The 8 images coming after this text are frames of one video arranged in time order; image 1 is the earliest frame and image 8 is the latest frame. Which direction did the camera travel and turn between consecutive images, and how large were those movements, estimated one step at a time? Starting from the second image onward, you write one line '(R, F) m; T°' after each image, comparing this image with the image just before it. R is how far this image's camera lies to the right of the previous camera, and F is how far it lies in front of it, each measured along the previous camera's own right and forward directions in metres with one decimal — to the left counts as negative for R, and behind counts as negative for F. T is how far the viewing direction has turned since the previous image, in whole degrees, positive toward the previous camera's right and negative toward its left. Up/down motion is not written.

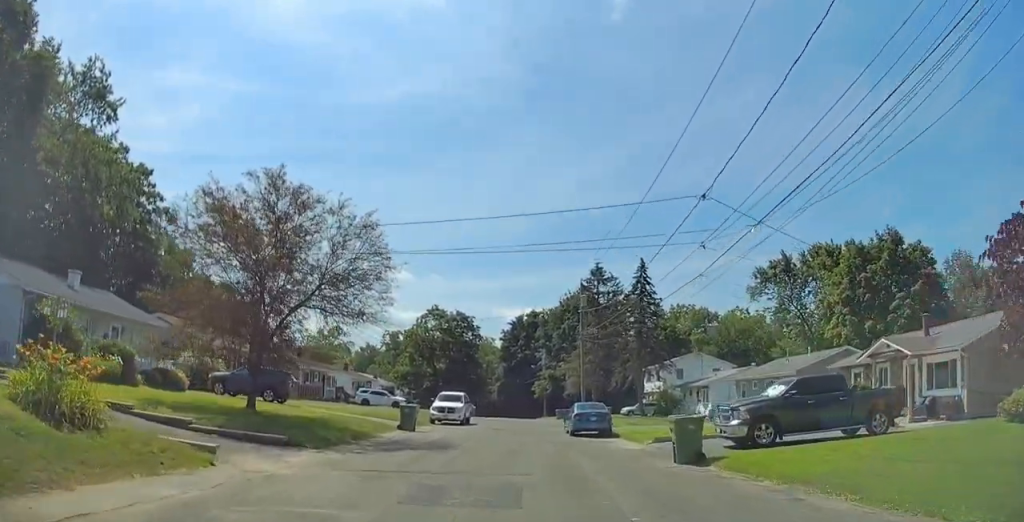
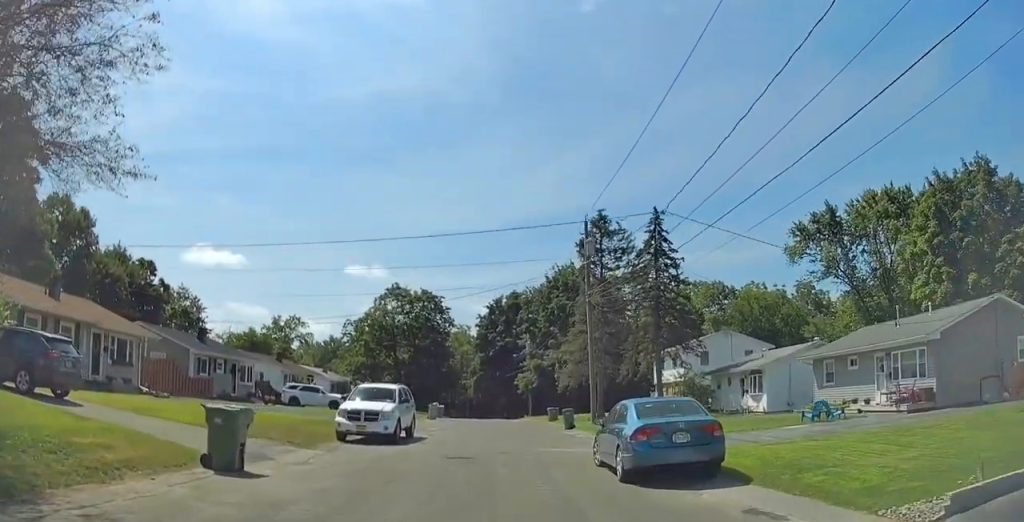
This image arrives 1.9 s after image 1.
(-0.3, +16.3) m; -2°
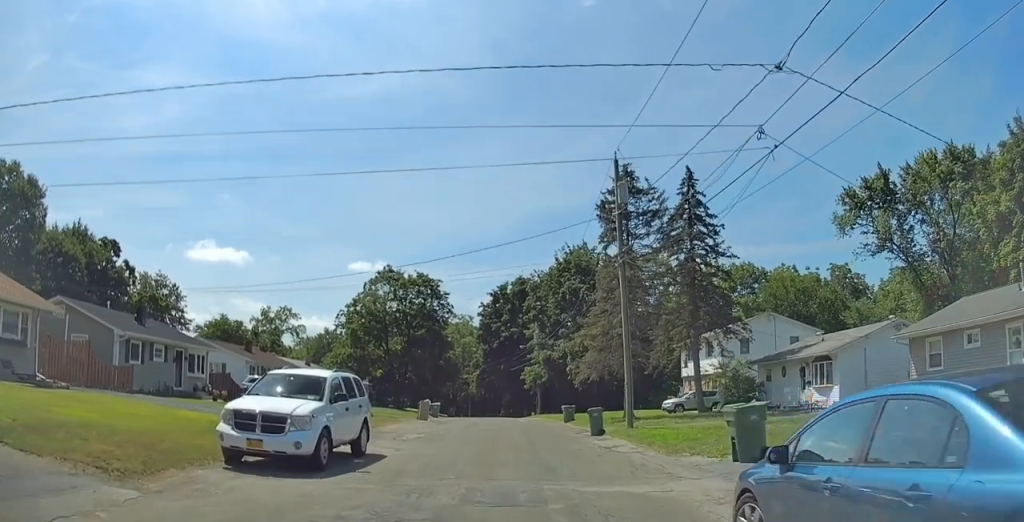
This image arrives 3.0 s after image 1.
(0.0, +8.5) m; +1°
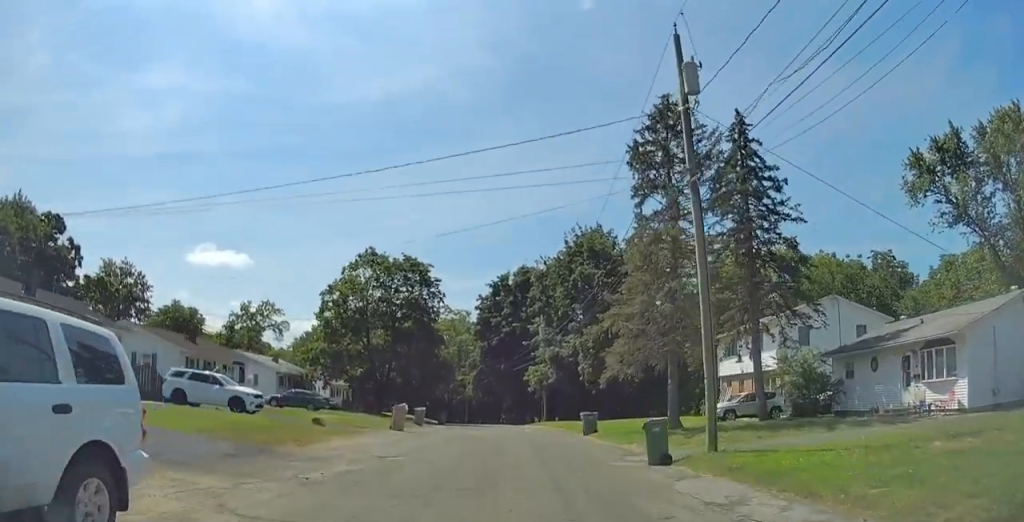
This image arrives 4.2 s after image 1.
(+0.2, +10.3) m; +2°
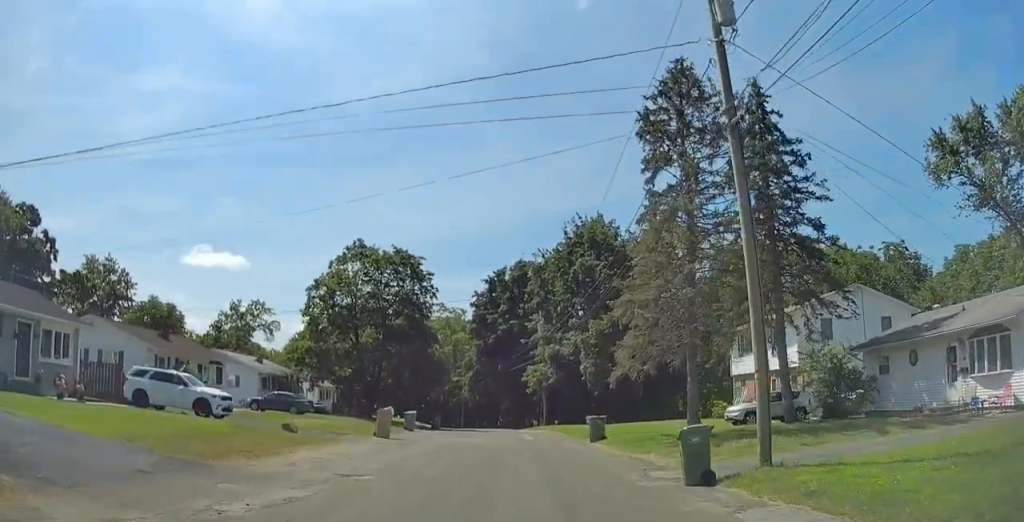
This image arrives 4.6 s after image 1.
(0.0, +3.5) m; 0°
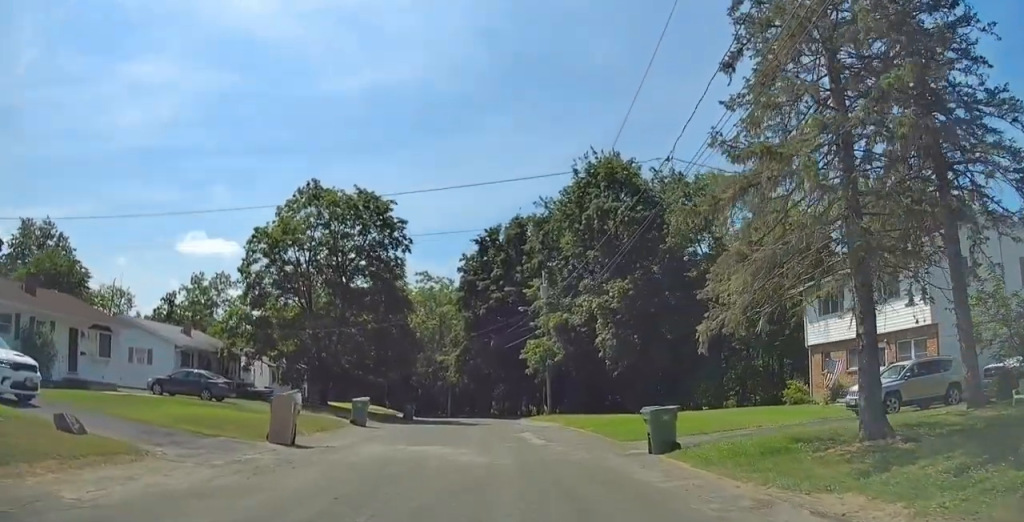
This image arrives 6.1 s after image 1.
(-0.2, +13.4) m; -1°
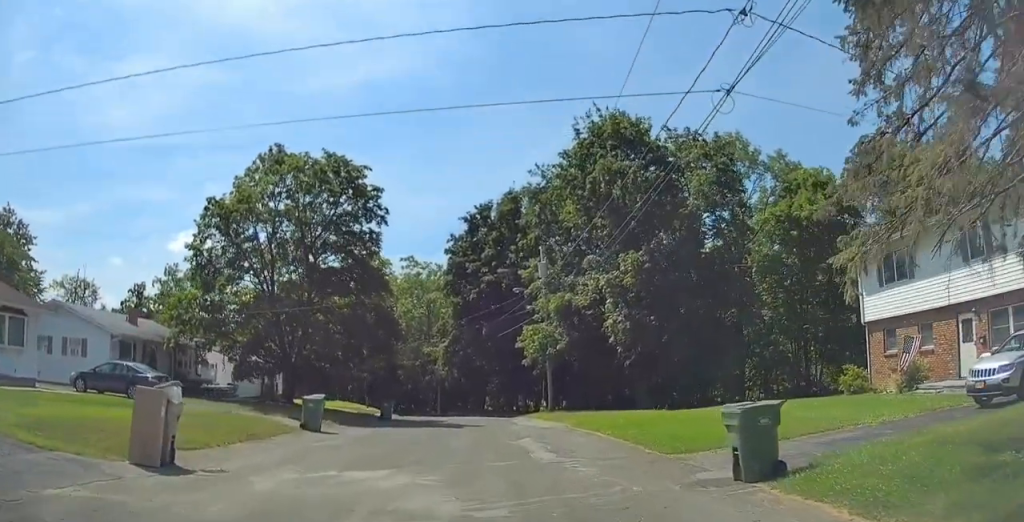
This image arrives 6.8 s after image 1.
(0.0, +6.4) m; 0°
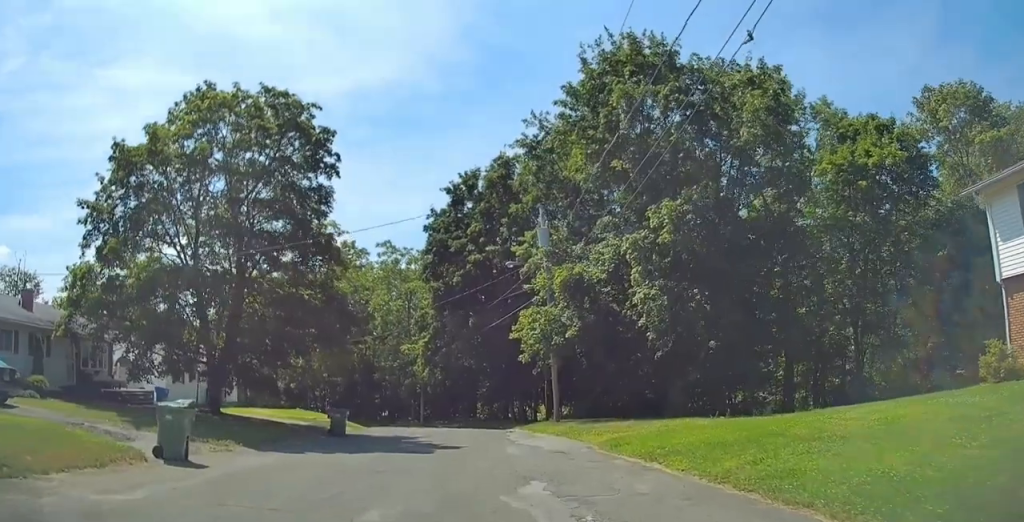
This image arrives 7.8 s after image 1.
(0.0, +9.6) m; 0°
